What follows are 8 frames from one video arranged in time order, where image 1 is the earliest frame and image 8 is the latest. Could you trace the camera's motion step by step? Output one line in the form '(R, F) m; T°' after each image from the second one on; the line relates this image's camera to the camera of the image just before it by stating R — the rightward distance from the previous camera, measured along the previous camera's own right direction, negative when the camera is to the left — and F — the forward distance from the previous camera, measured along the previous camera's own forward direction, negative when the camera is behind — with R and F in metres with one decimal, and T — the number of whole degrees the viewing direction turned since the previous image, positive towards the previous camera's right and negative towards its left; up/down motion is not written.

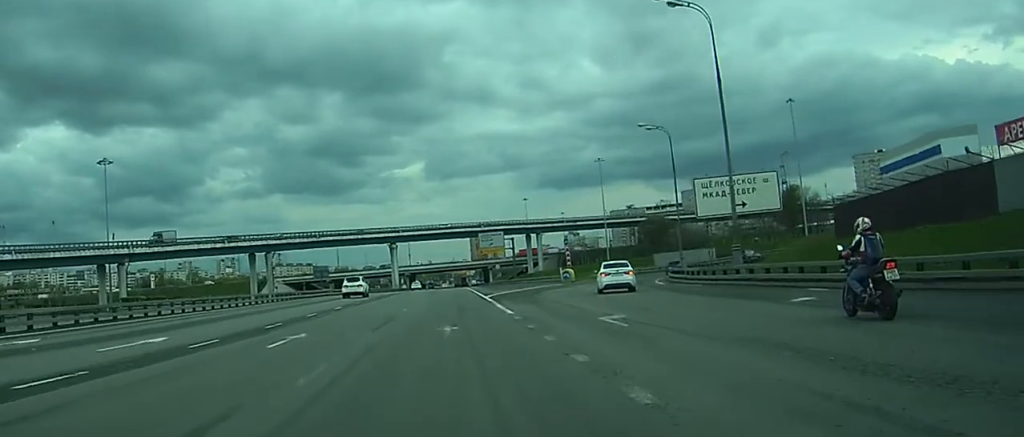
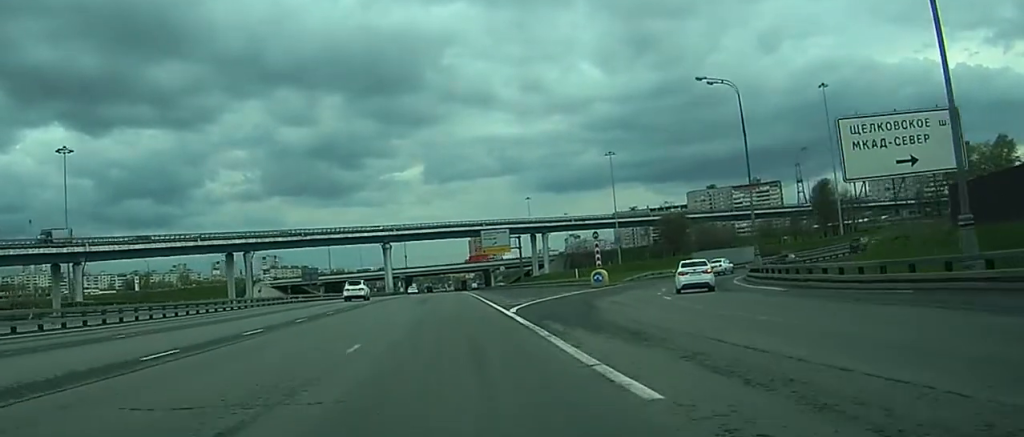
(-0.4, +21.0) m; -2°
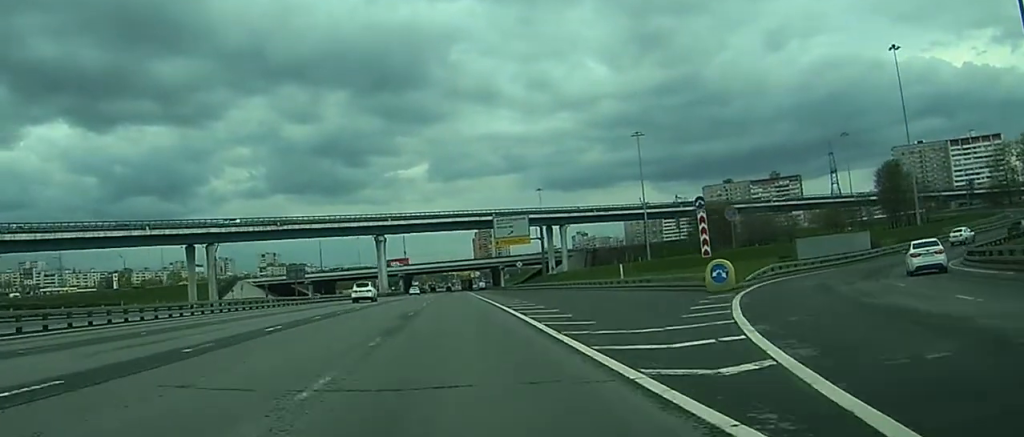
(-0.1, +30.1) m; 0°
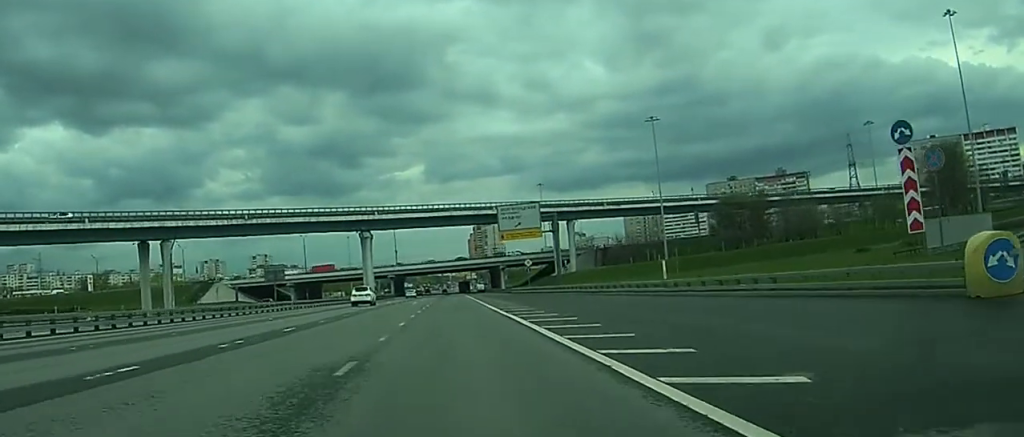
(-0.1, +20.5) m; -1°
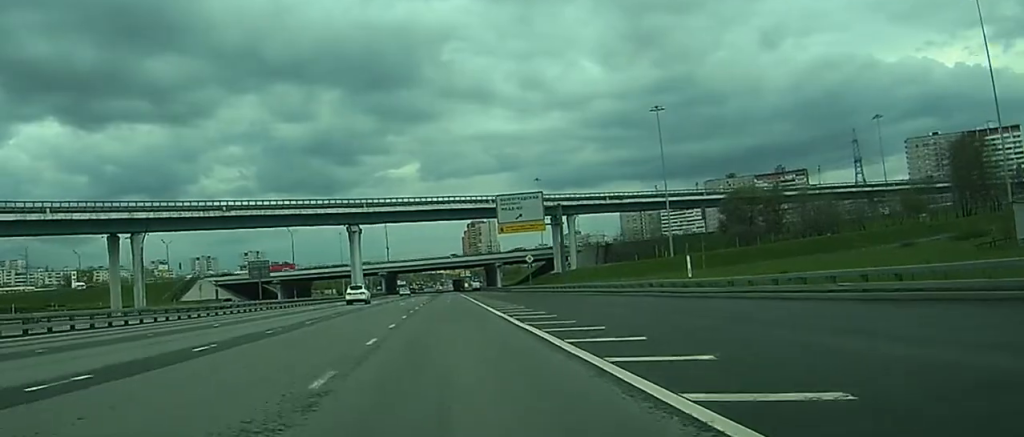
(0.0, +9.3) m; 0°
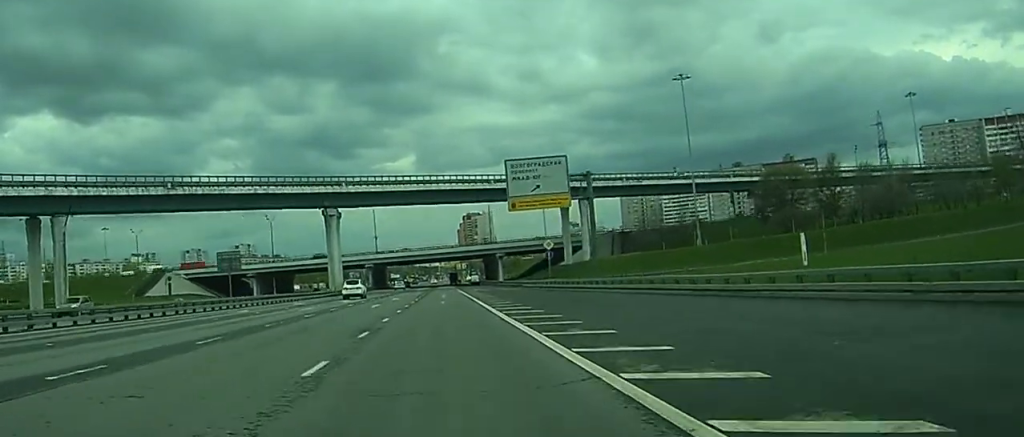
(-0.2, +21.5) m; -1°
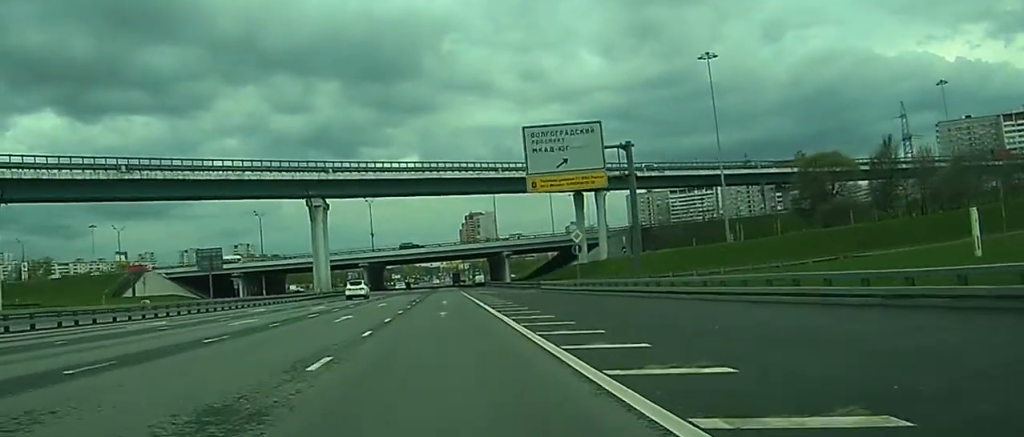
(-0.1, +14.0) m; 0°
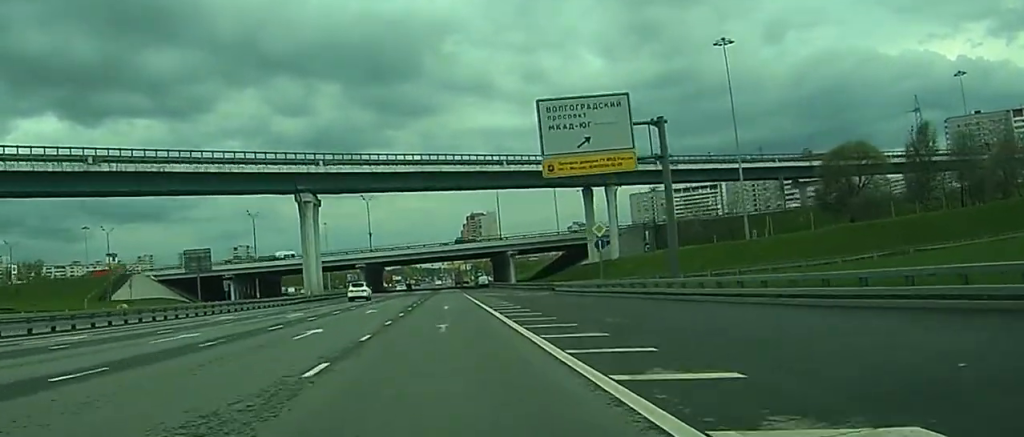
(0.0, +7.6) m; +1°
